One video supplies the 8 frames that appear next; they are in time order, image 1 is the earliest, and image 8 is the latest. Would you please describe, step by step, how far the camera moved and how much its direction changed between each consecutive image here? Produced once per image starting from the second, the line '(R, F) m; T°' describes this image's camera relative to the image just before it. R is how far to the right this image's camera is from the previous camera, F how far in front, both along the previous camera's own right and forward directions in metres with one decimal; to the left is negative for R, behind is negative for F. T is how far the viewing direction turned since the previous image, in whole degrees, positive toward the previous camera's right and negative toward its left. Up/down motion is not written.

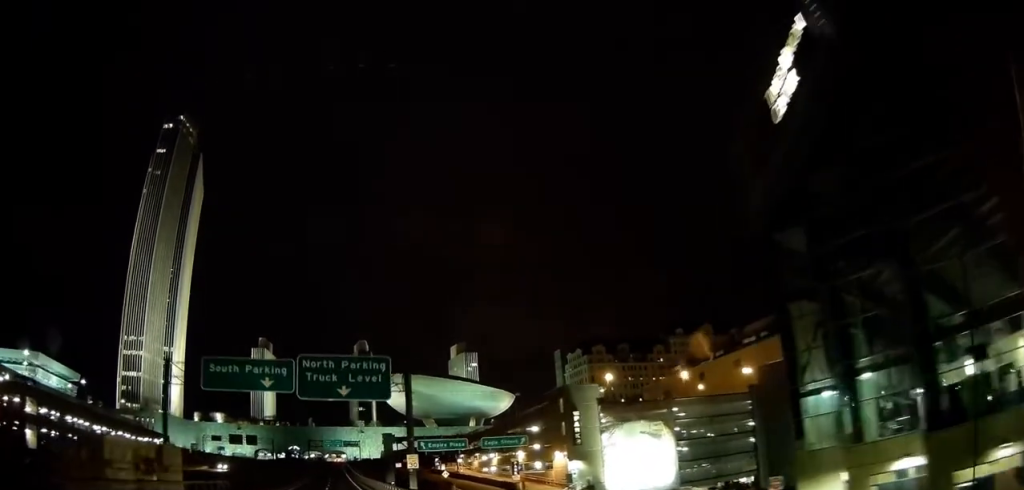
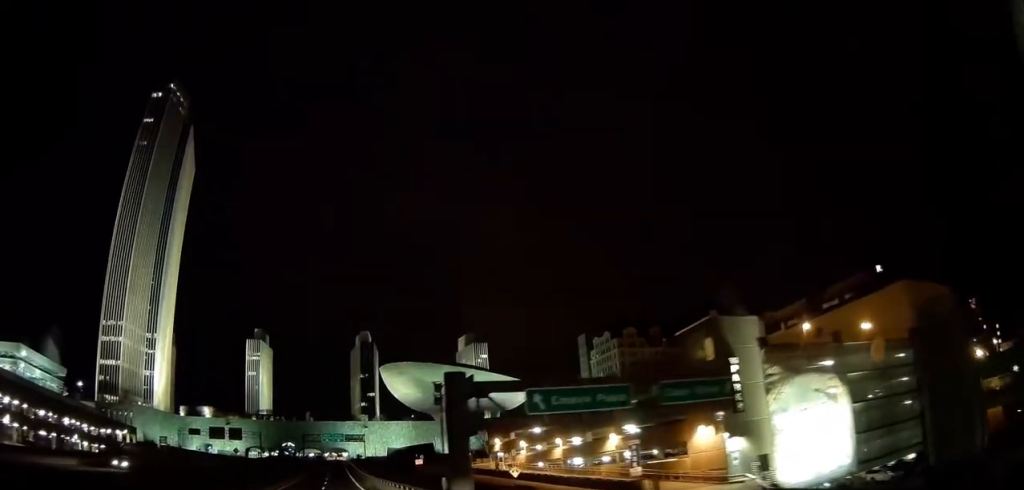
(-0.6, +33.4) m; 0°
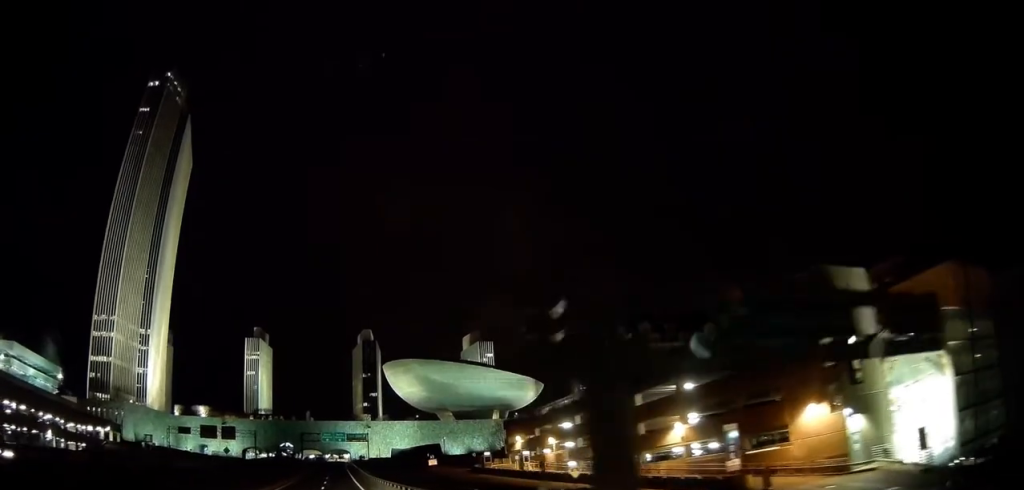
(0.0, +13.0) m; 0°
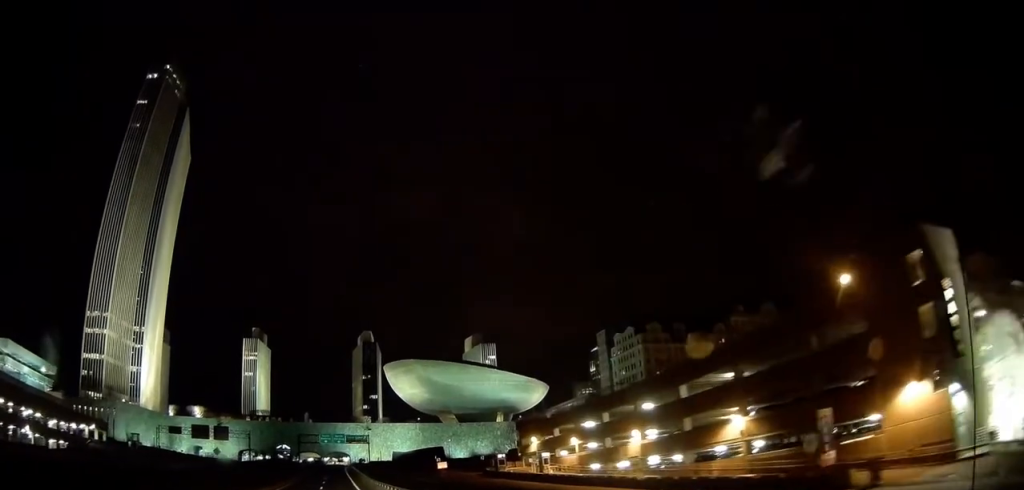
(0.0, +8.8) m; -1°
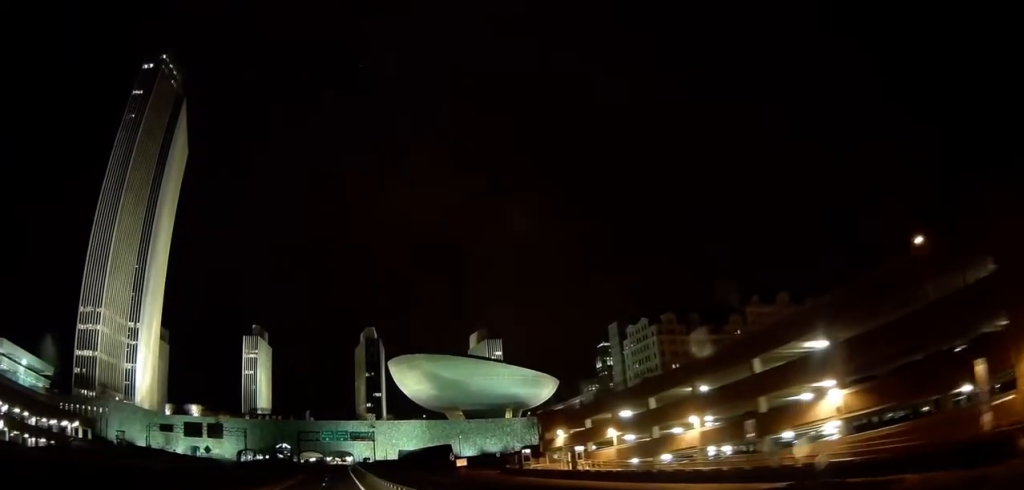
(0.0, +10.3) m; -1°
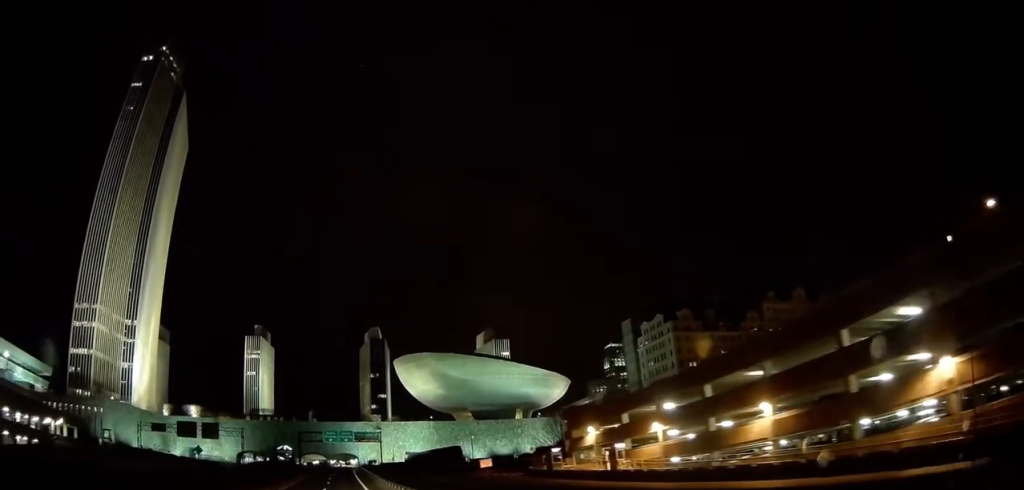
(-0.2, +9.3) m; +1°
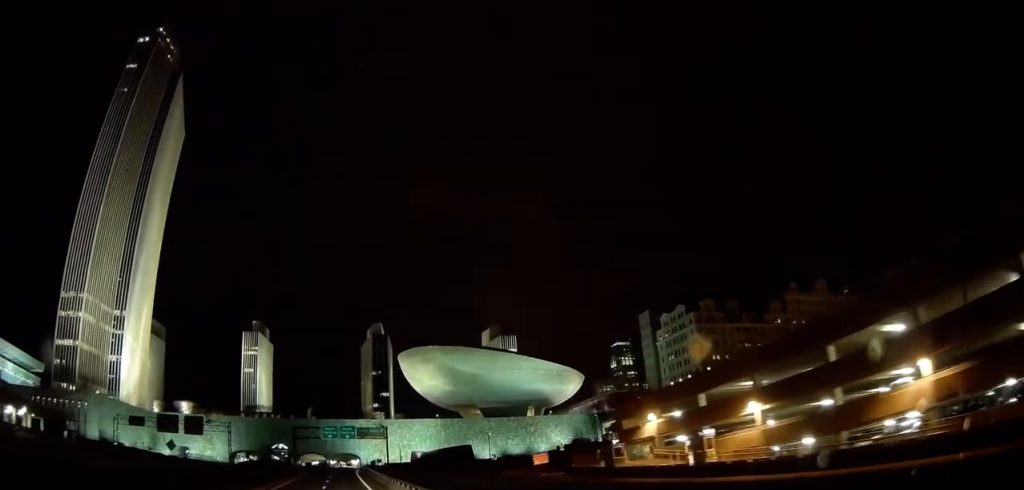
(+0.3, +15.5) m; +1°
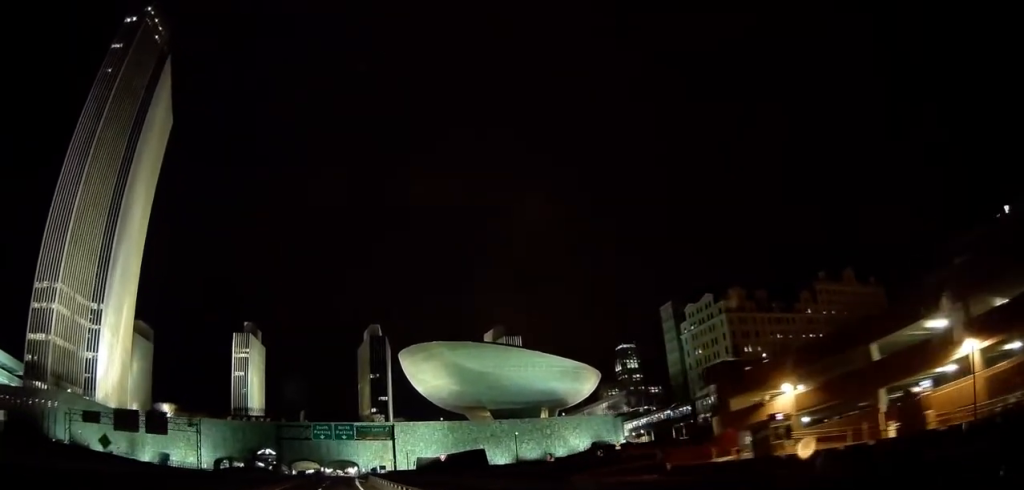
(-0.2, +21.9) m; -1°
